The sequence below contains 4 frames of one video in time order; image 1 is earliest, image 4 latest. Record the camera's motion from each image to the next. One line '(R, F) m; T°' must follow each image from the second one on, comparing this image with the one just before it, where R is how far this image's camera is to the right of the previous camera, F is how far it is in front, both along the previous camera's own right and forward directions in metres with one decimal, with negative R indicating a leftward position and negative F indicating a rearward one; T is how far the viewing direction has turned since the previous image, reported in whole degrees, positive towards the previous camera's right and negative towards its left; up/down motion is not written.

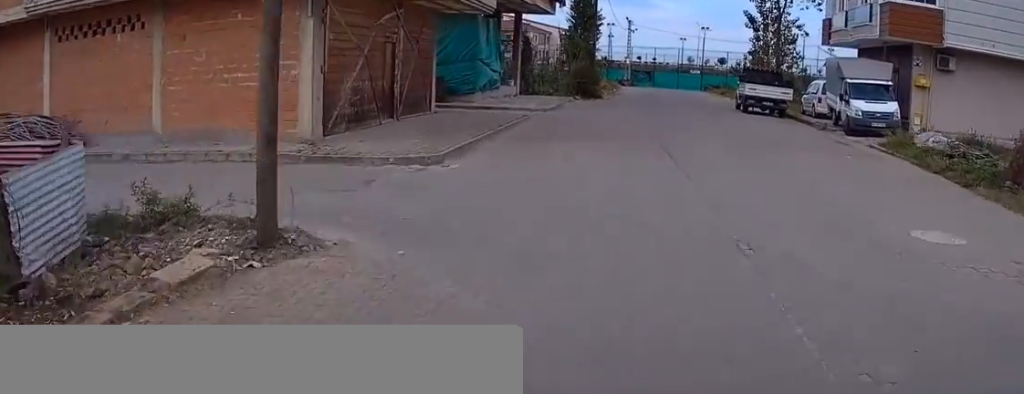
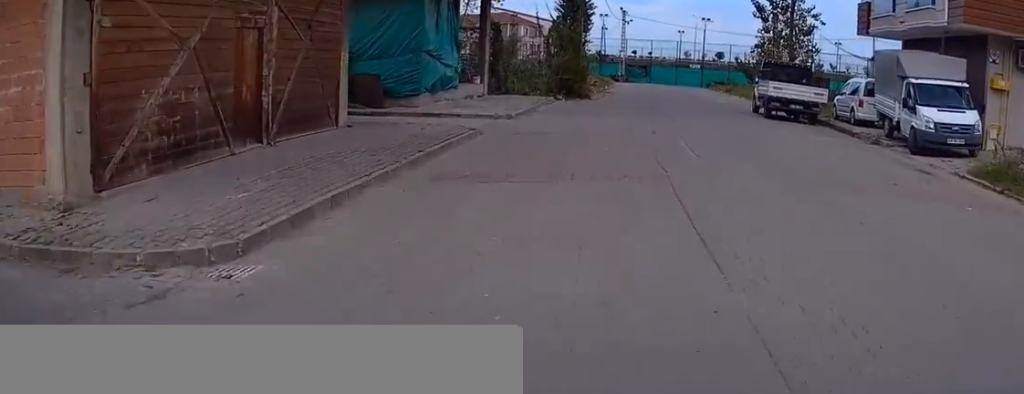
(-0.1, +6.2) m; -3°
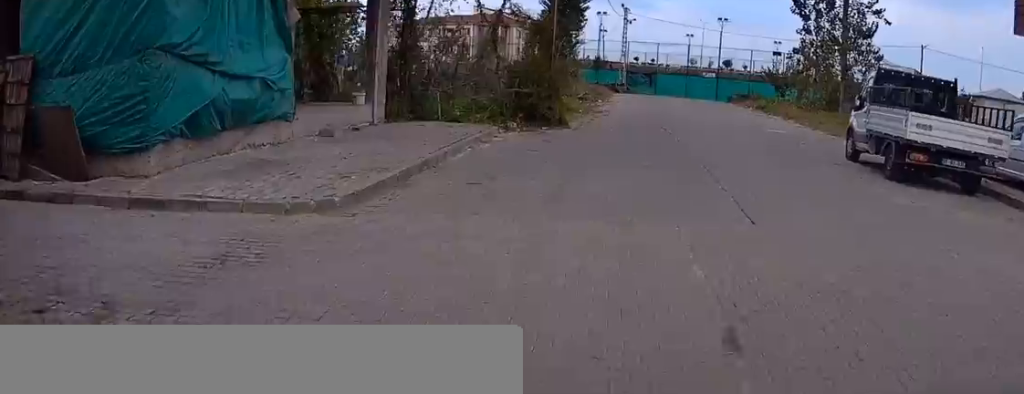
(-1.1, +15.6) m; -4°
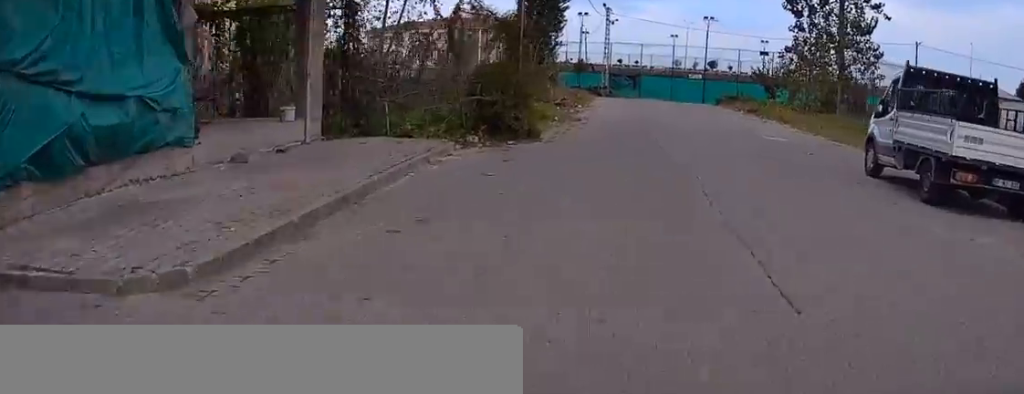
(+0.1, +4.1) m; +2°
